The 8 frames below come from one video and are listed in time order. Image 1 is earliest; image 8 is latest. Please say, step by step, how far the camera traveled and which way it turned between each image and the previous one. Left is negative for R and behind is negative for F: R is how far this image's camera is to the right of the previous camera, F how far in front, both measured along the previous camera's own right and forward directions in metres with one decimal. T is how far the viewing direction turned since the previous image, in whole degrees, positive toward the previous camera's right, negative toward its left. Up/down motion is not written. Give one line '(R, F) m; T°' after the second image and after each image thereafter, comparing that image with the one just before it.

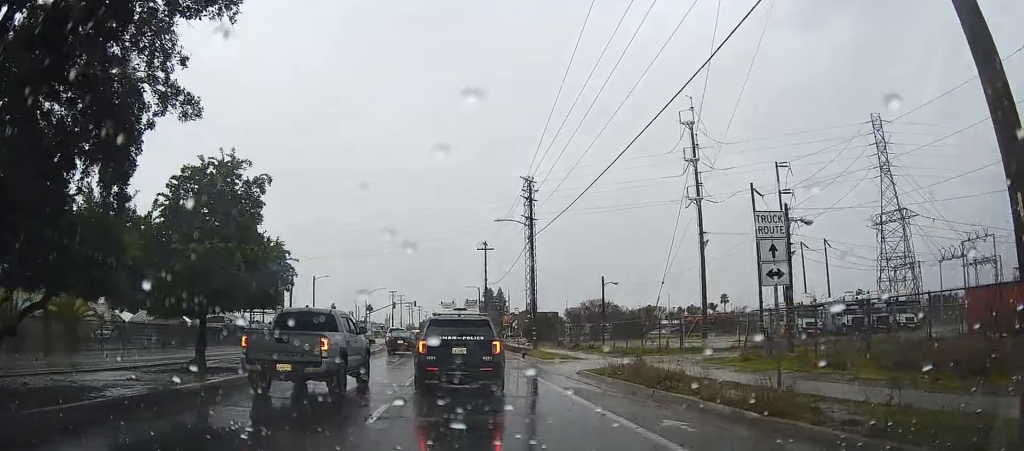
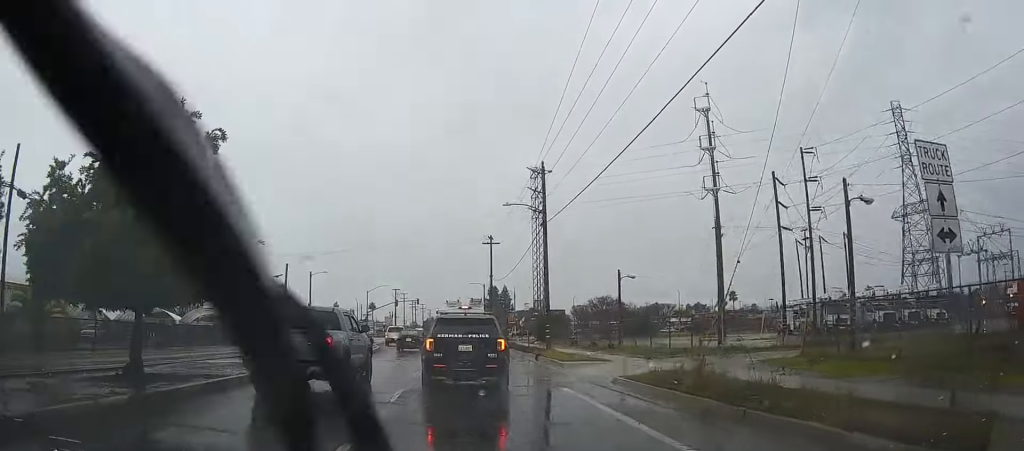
(0.0, +3.4) m; 0°
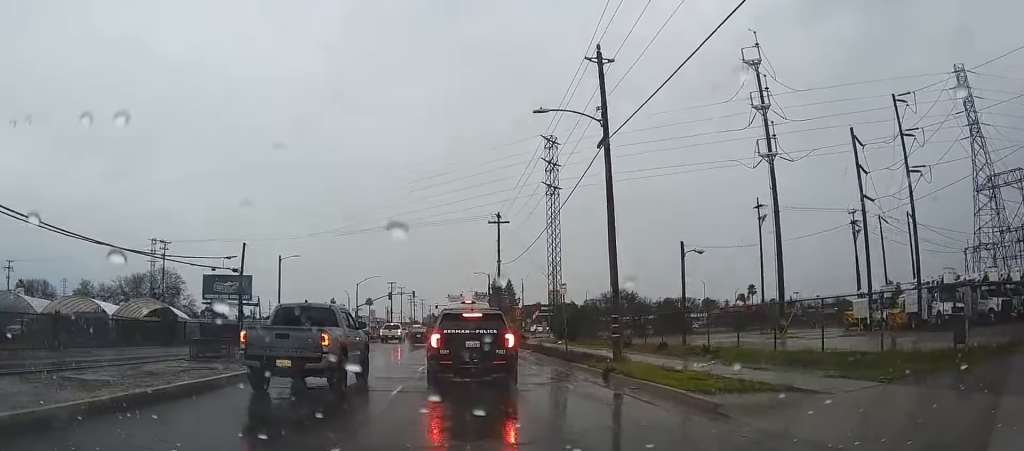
(0.0, +13.2) m; 0°
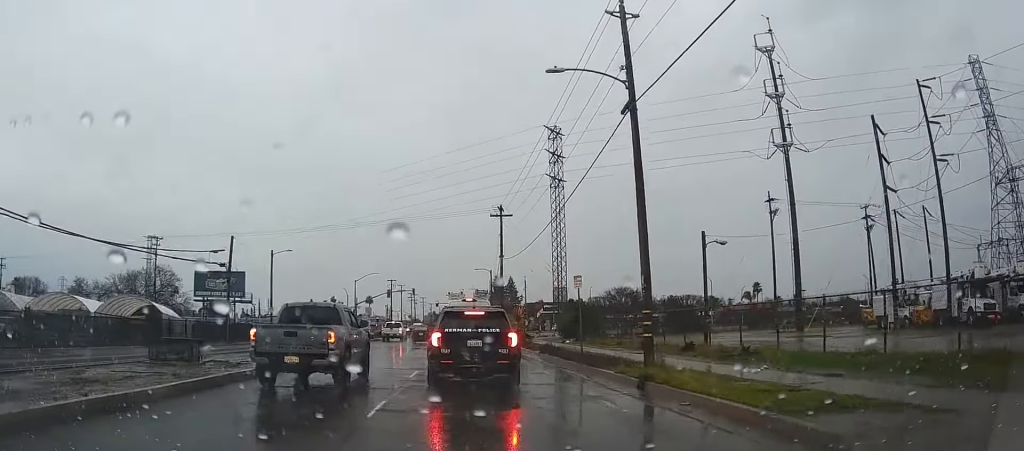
(0.0, +3.5) m; 0°
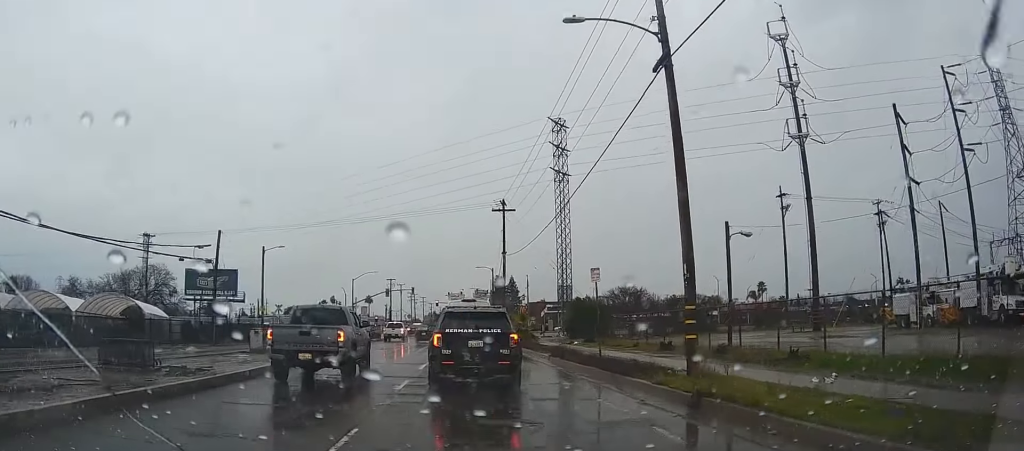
(0.0, +3.6) m; 0°
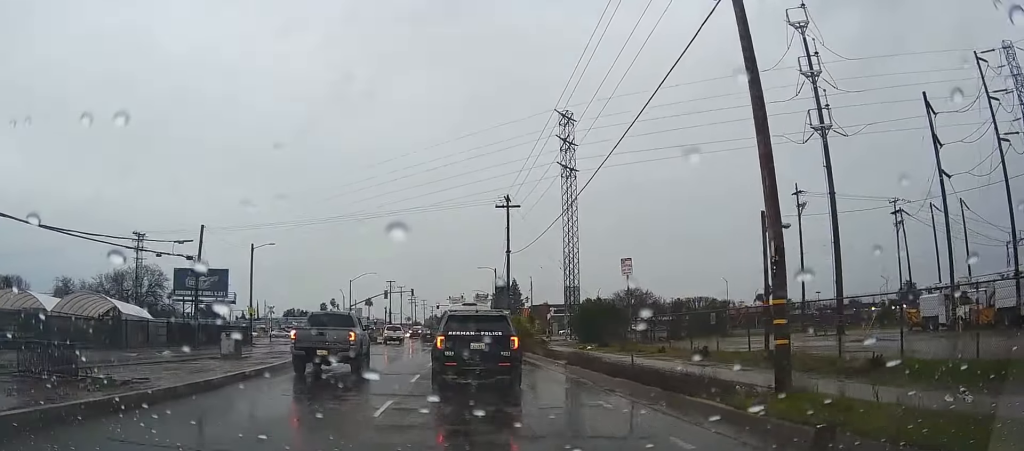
(0.0, +4.8) m; 0°
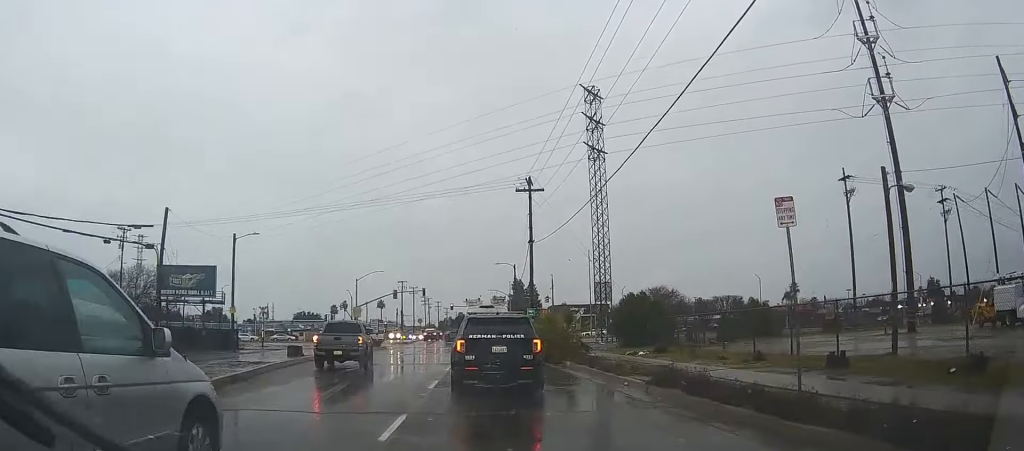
(0.0, +8.0) m; -2°
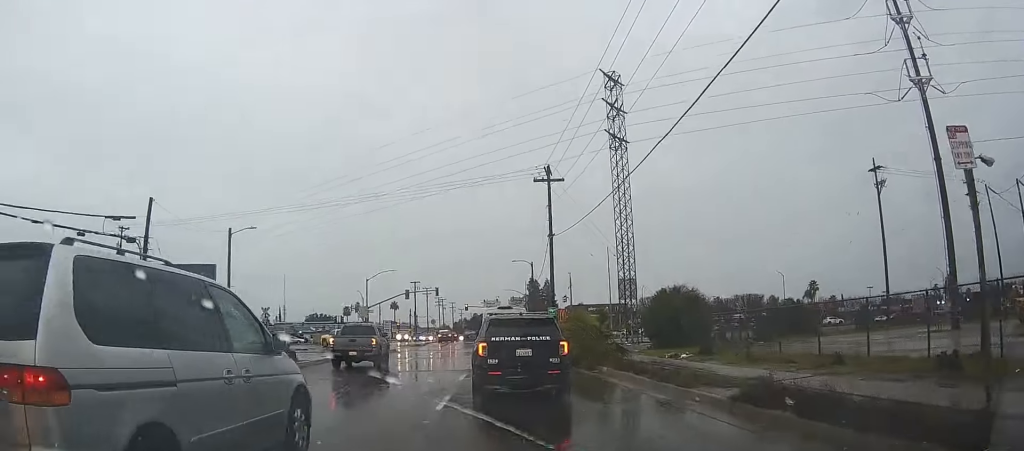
(-0.1, +3.4) m; -1°
